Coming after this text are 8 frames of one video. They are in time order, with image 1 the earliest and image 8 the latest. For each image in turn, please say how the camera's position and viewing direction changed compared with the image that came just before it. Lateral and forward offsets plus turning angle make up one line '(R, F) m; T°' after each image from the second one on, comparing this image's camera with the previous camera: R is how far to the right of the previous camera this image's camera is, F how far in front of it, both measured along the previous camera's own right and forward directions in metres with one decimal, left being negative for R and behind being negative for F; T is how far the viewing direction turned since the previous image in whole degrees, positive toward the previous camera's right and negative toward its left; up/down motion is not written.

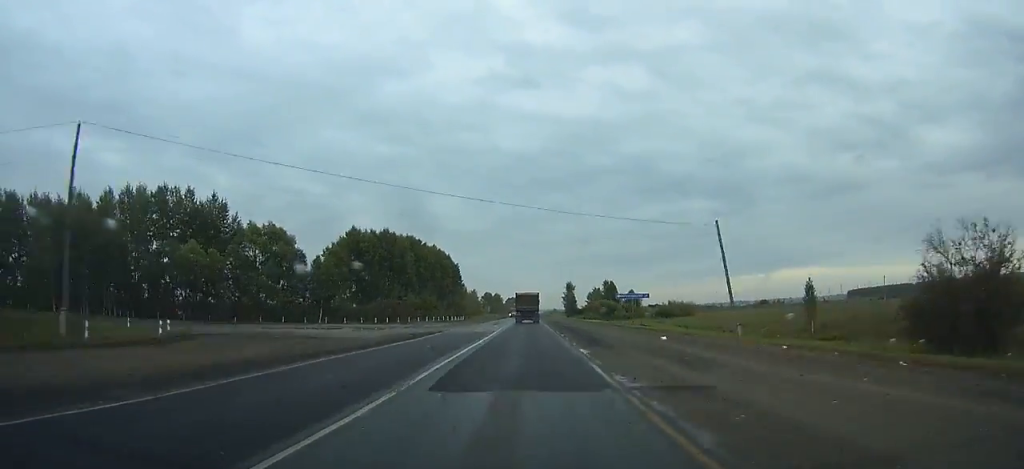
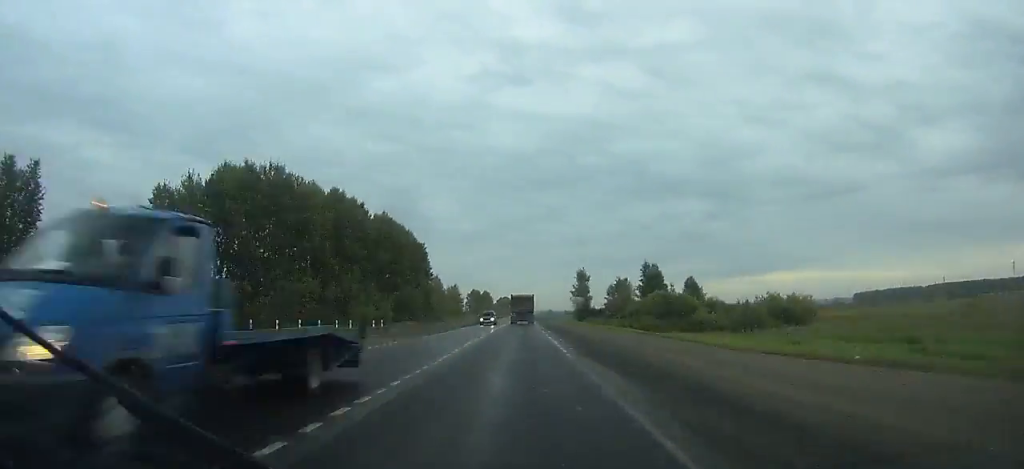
(0.0, +60.4) m; 0°
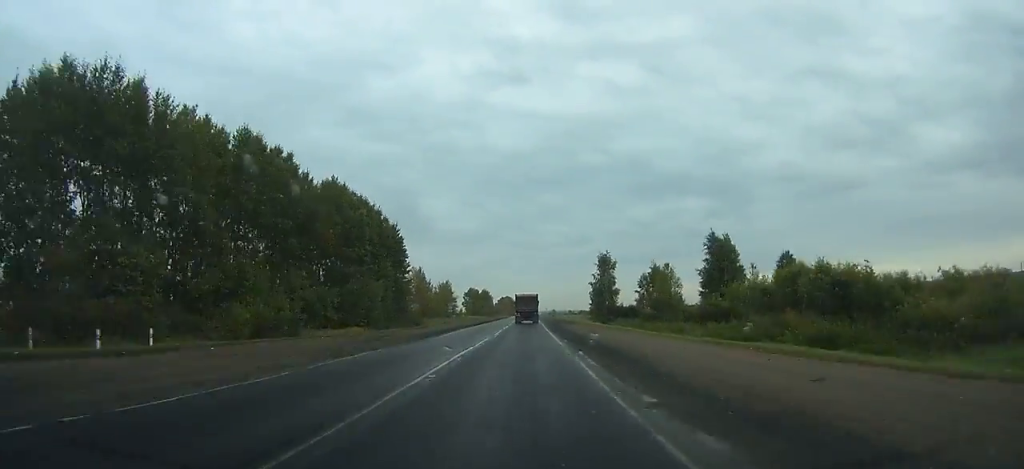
(-0.1, +34.5) m; 0°
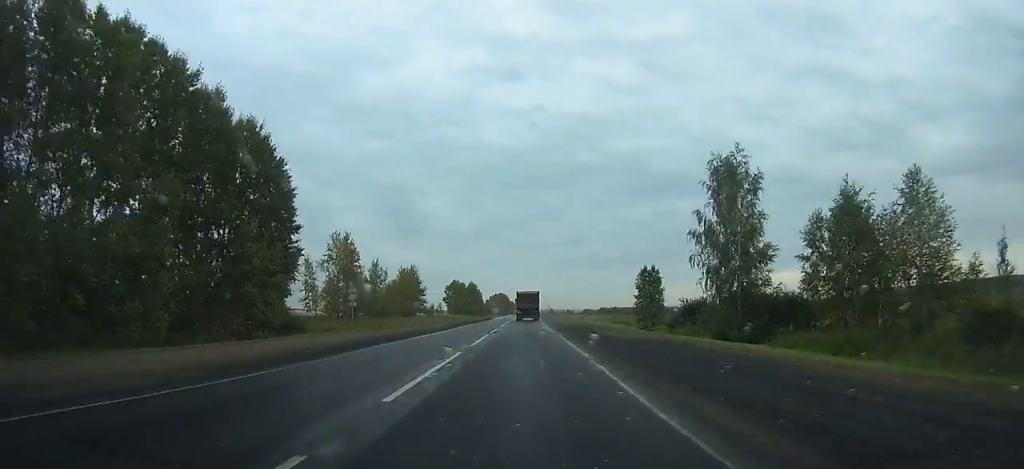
(-0.2, +61.2) m; 0°
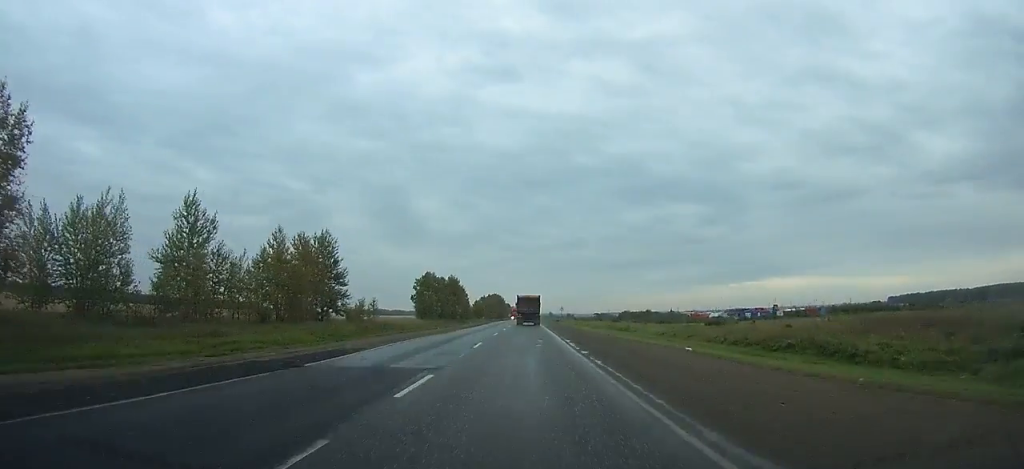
(+0.3, +69.2) m; +1°
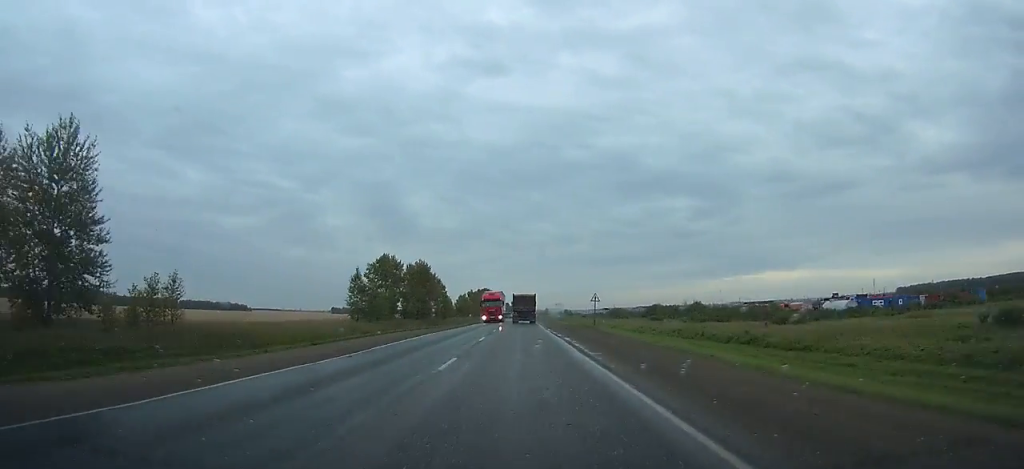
(+0.2, +56.4) m; 0°
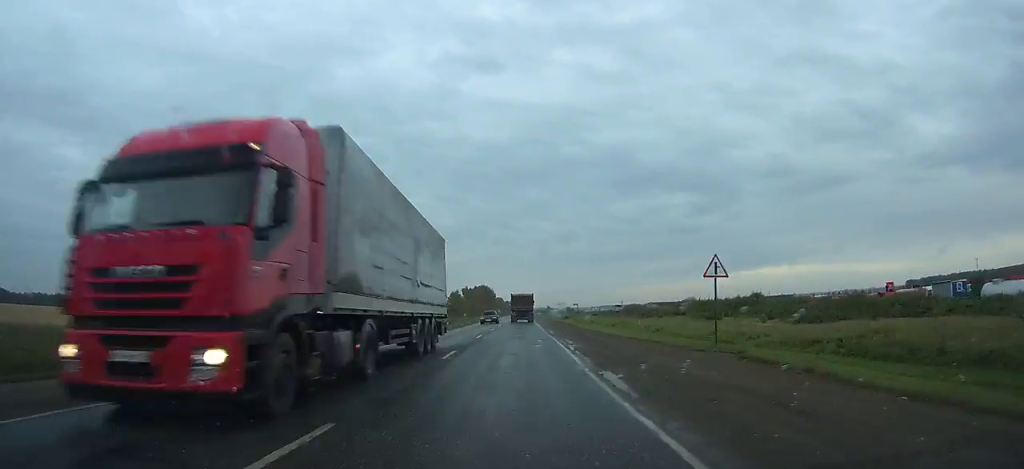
(0.0, +33.9) m; 0°
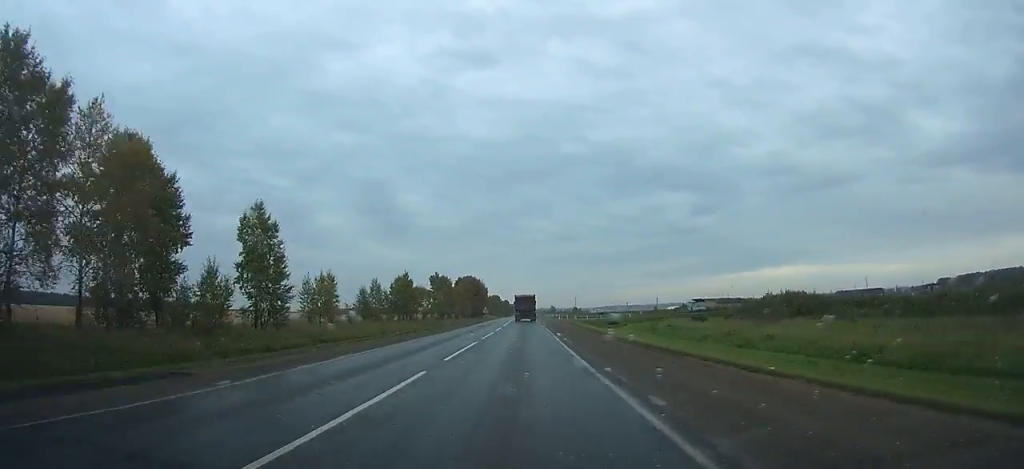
(+0.2, +108.1) m; 0°
